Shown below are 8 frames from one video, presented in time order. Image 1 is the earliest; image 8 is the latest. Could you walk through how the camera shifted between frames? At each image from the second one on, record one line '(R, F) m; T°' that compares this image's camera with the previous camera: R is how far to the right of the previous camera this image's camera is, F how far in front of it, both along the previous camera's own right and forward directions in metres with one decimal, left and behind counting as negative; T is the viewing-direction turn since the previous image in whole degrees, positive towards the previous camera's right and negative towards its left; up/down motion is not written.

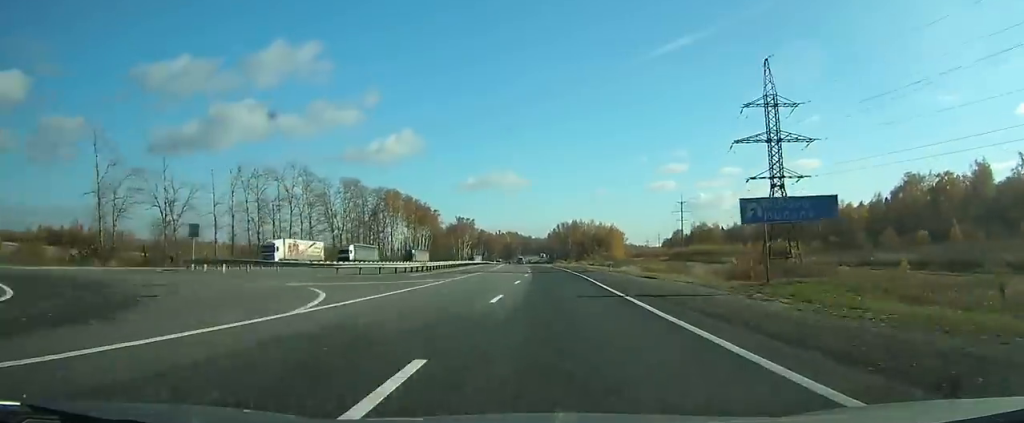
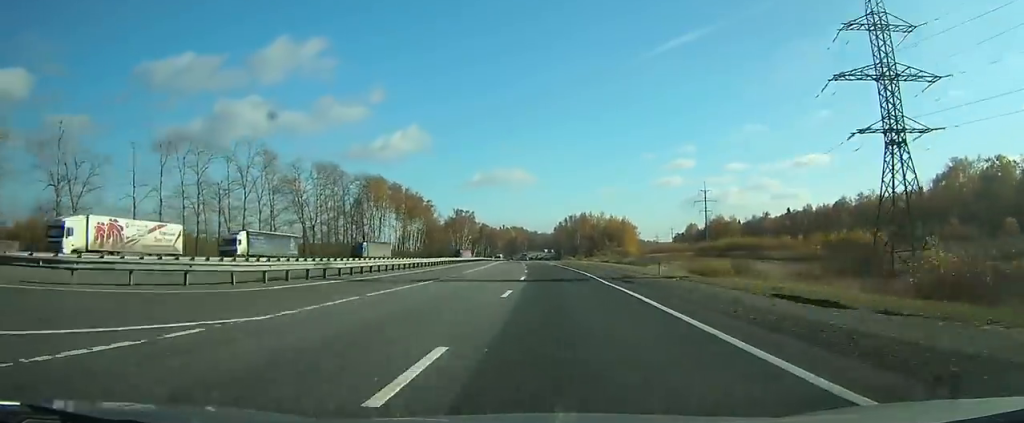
(0.0, +22.1) m; -1°
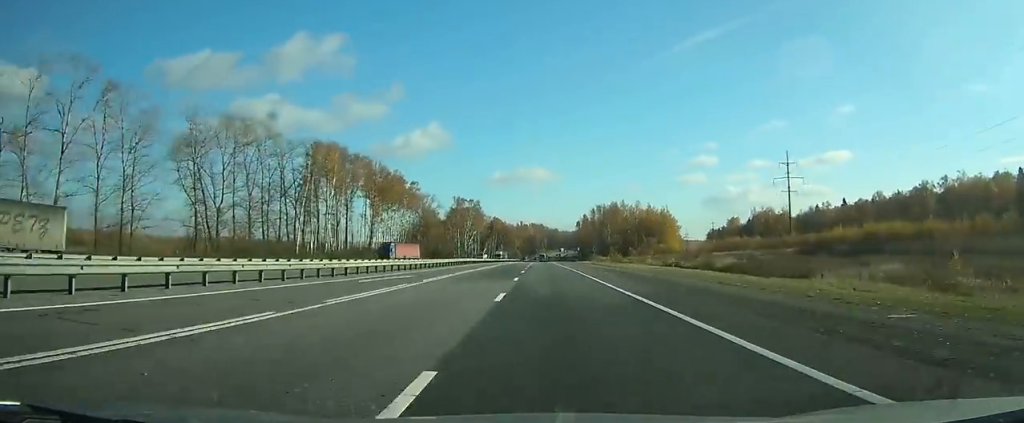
(-0.5, +47.7) m; -1°
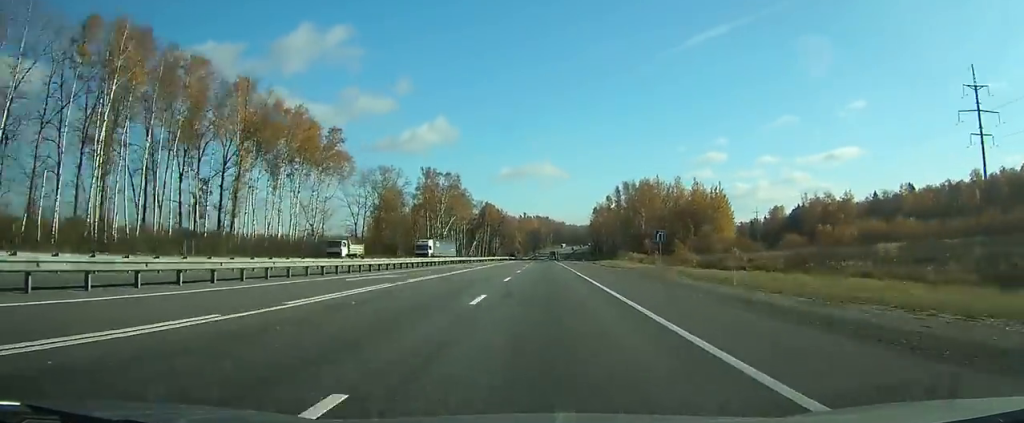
(-0.8, +63.3) m; -1°
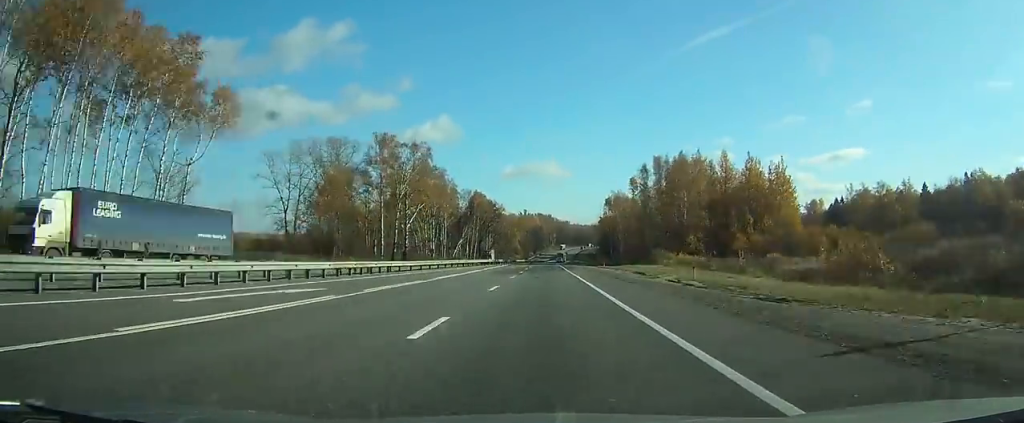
(-0.2, +43.2) m; 0°
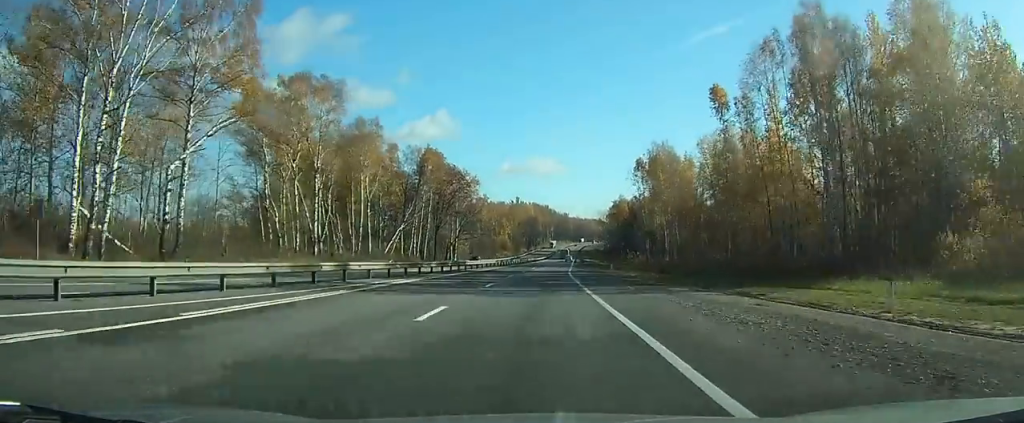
(-0.2, +70.4) m; 0°
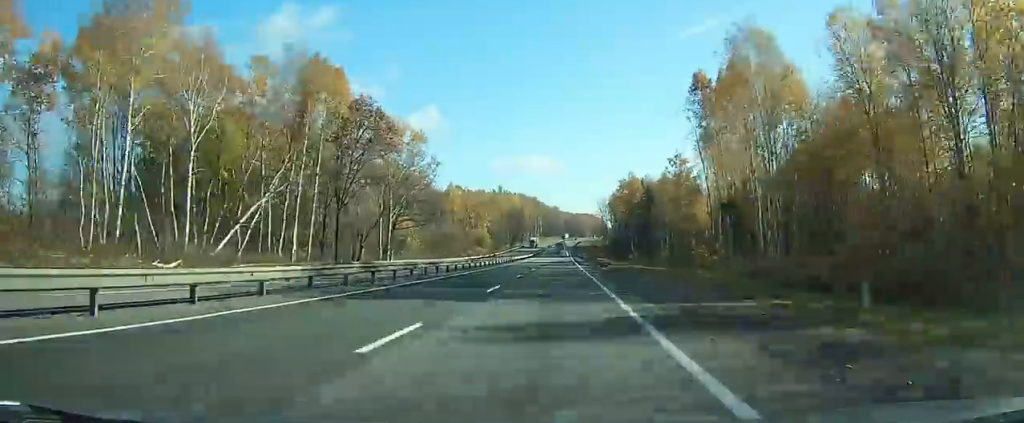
(+0.4, +49.2) m; +1°
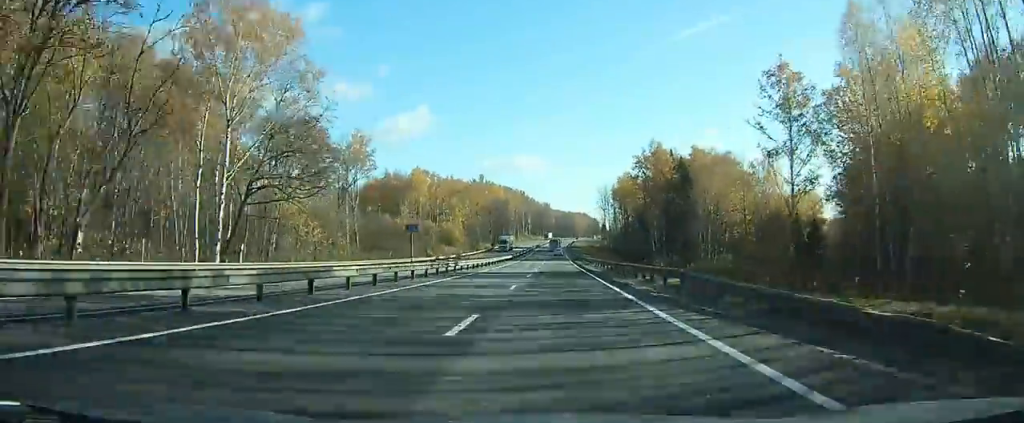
(+0.5, +43.7) m; +1°
